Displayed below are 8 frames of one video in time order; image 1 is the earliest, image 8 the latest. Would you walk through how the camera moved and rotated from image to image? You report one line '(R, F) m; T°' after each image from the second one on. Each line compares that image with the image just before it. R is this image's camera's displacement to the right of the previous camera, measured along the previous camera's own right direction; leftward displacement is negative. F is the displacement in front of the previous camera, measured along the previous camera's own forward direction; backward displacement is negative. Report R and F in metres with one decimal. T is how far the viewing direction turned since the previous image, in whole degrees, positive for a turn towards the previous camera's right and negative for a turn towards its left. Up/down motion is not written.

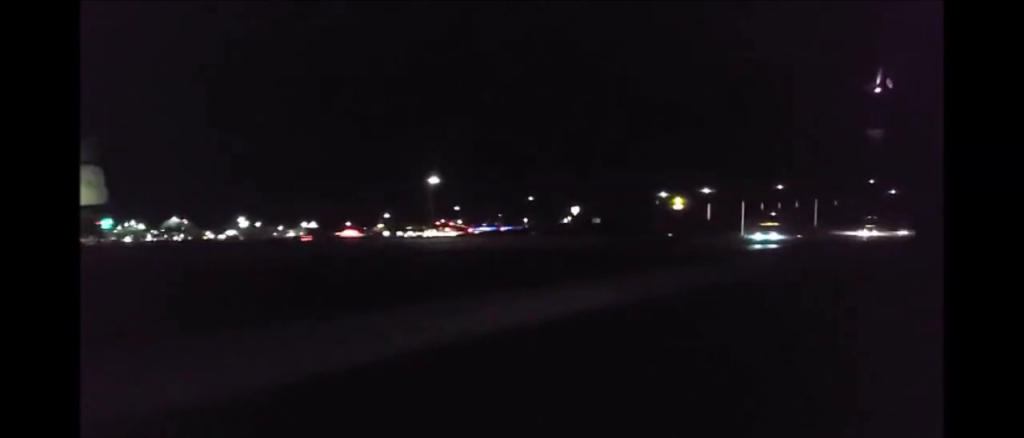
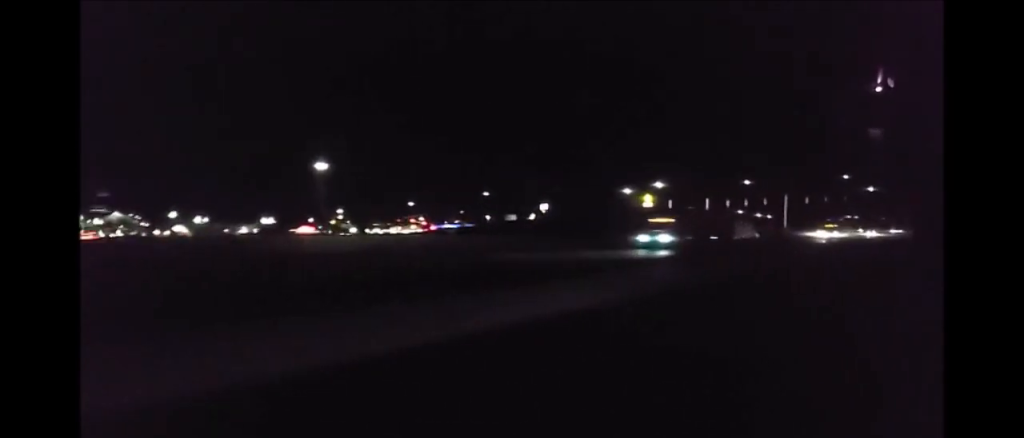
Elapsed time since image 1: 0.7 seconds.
(+0.3, +20.5) m; +1°
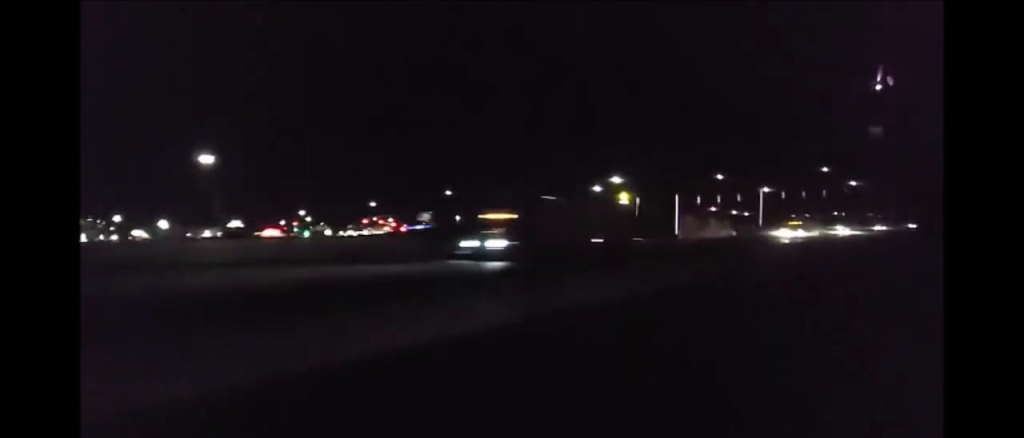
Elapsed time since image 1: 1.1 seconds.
(+0.1, +14.4) m; 0°
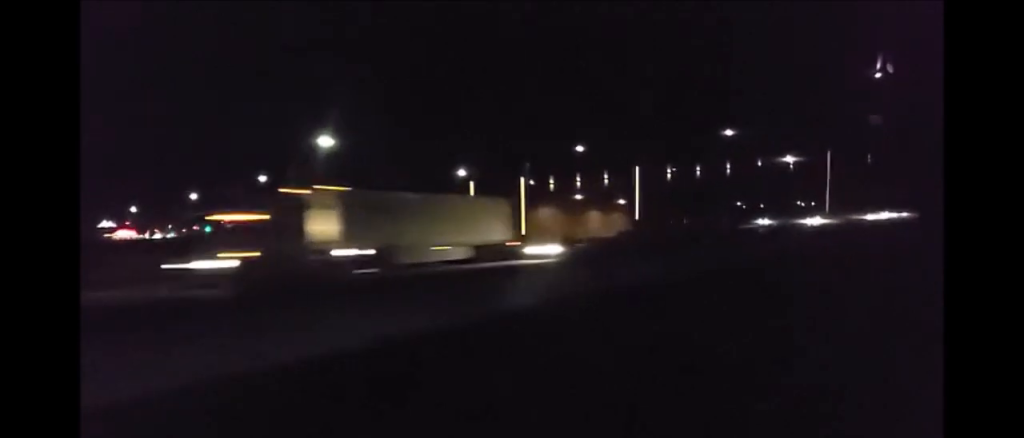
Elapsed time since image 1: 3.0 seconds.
(+0.7, +58.6) m; +1°
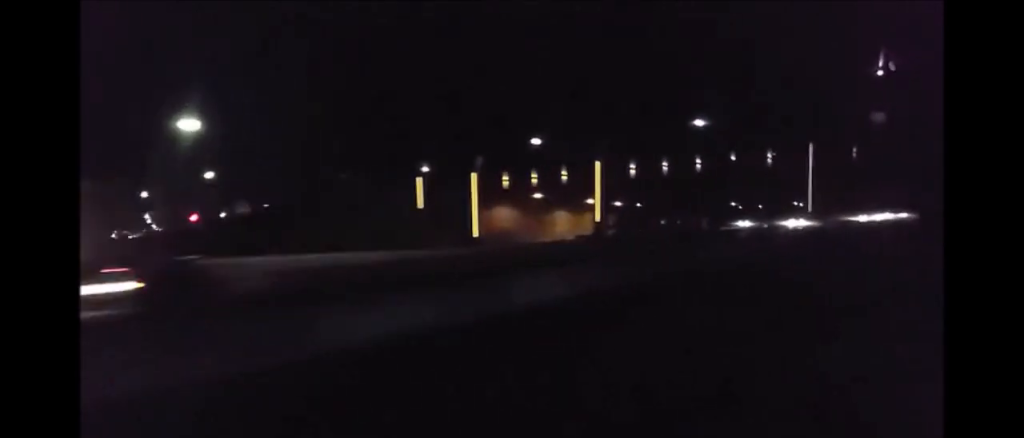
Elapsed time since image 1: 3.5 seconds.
(0.0, +14.3) m; 0°
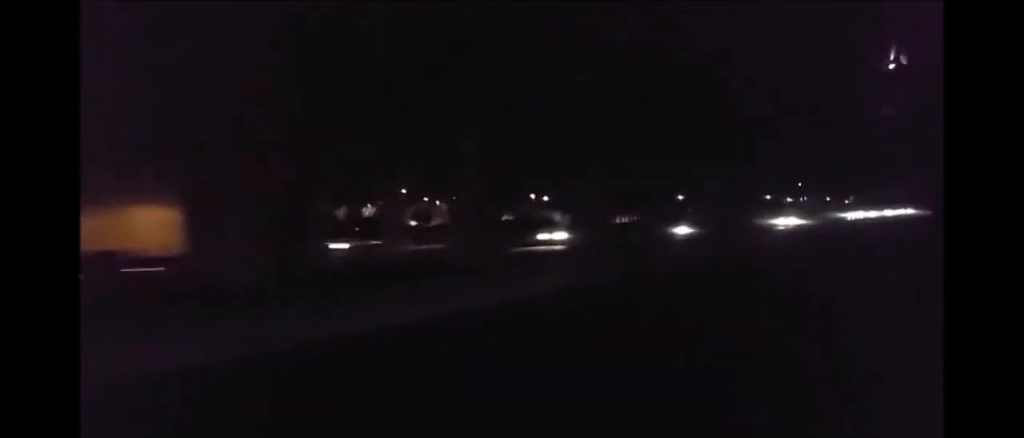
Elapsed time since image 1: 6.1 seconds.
(-1.2, +78.2) m; -1°
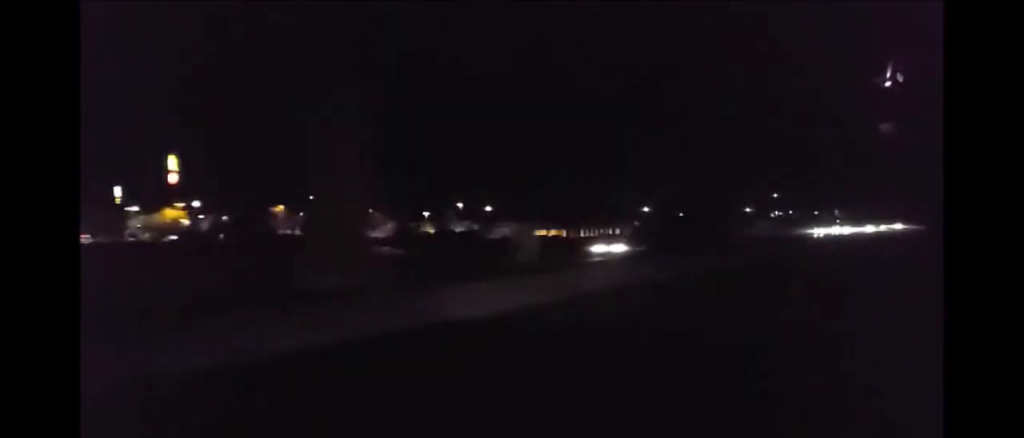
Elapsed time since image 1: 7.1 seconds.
(+0.1, +33.1) m; +1°
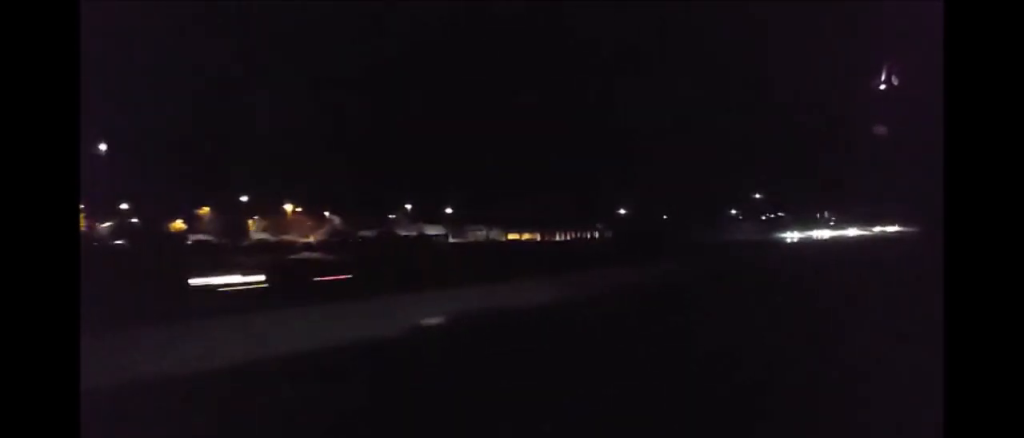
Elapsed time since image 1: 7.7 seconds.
(+0.1, +17.8) m; 0°
